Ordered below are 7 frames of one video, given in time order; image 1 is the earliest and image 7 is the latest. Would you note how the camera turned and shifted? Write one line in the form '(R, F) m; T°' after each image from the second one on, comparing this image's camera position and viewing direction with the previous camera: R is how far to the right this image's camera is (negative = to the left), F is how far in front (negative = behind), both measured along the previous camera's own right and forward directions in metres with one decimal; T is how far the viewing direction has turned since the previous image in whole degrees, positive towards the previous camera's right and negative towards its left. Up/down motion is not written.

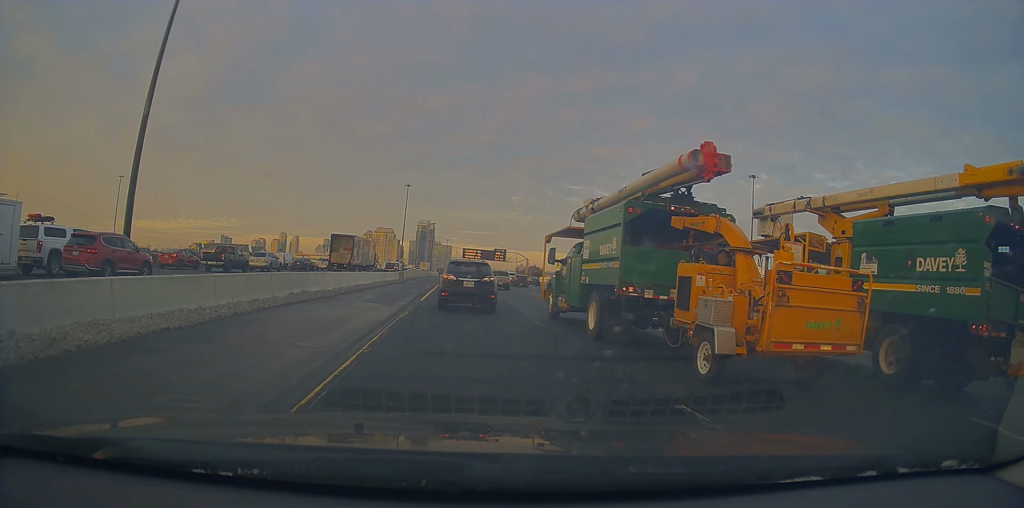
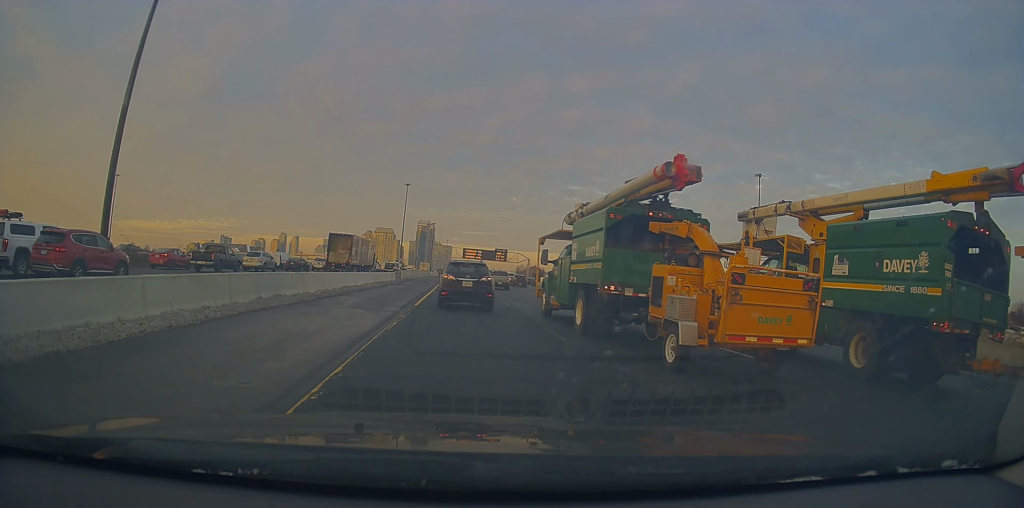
(0.0, +3.2) m; -1°
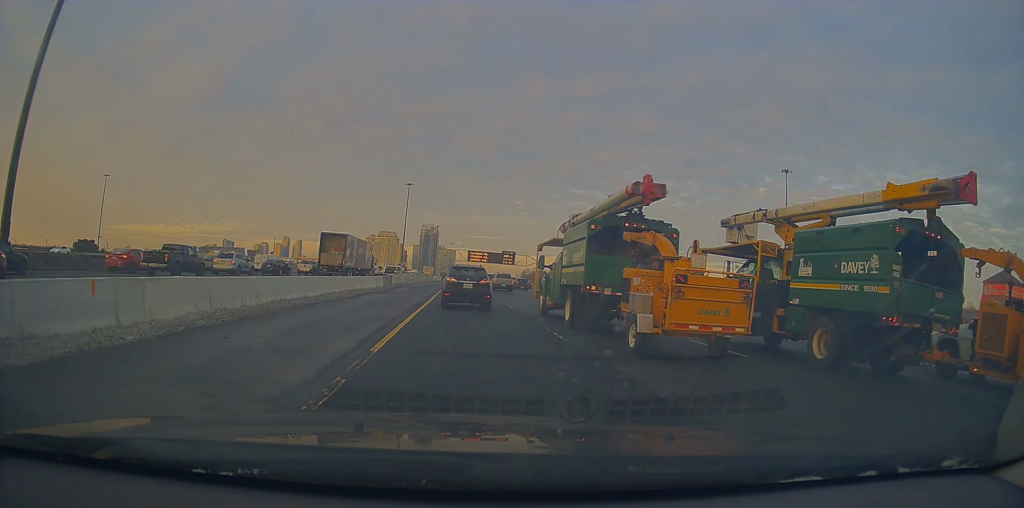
(-0.3, +10.5) m; 0°
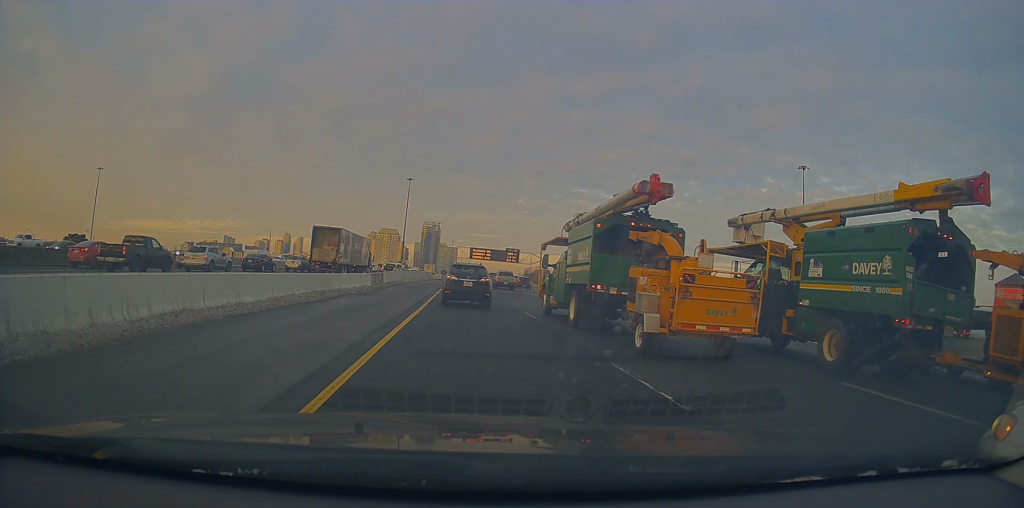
(-0.2, +6.0) m; -1°
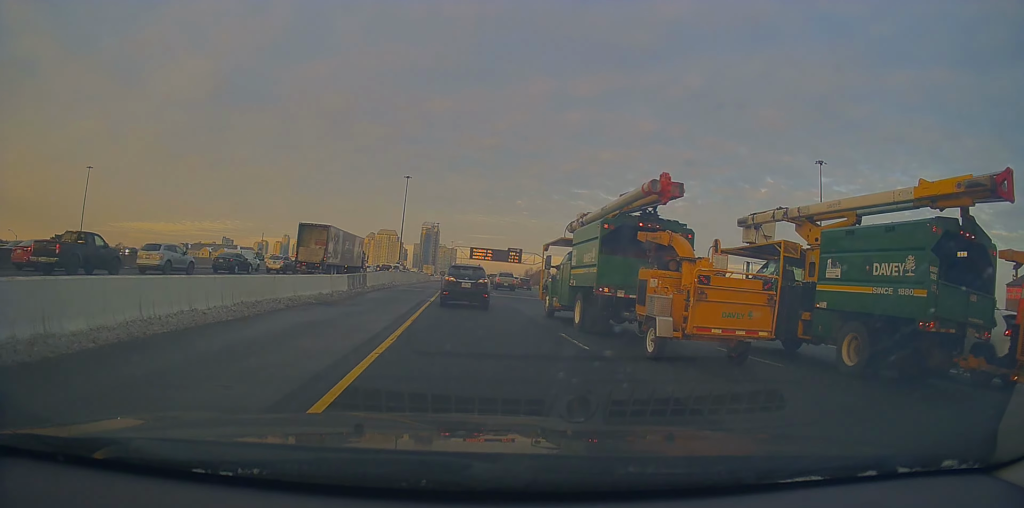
(0.0, +6.8) m; 0°
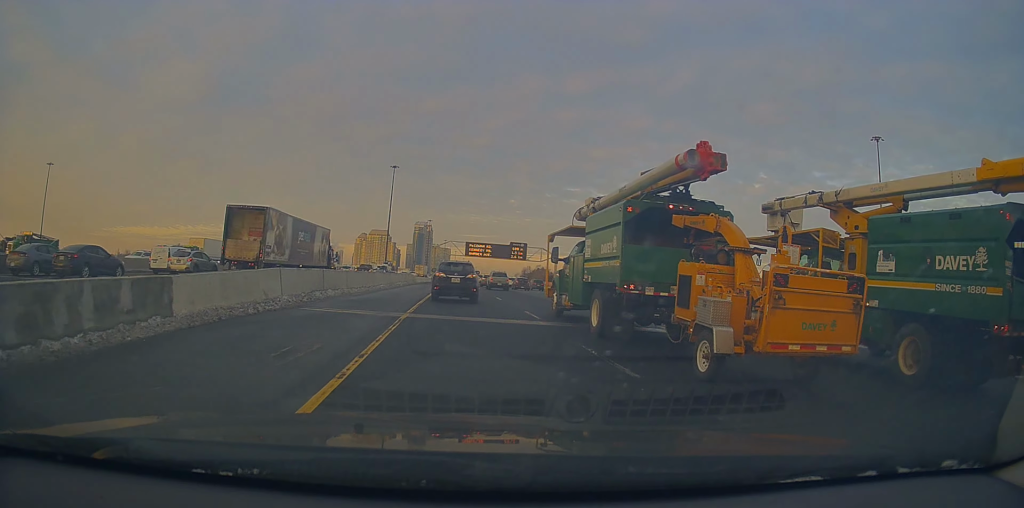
(-0.2, +21.6) m; 0°
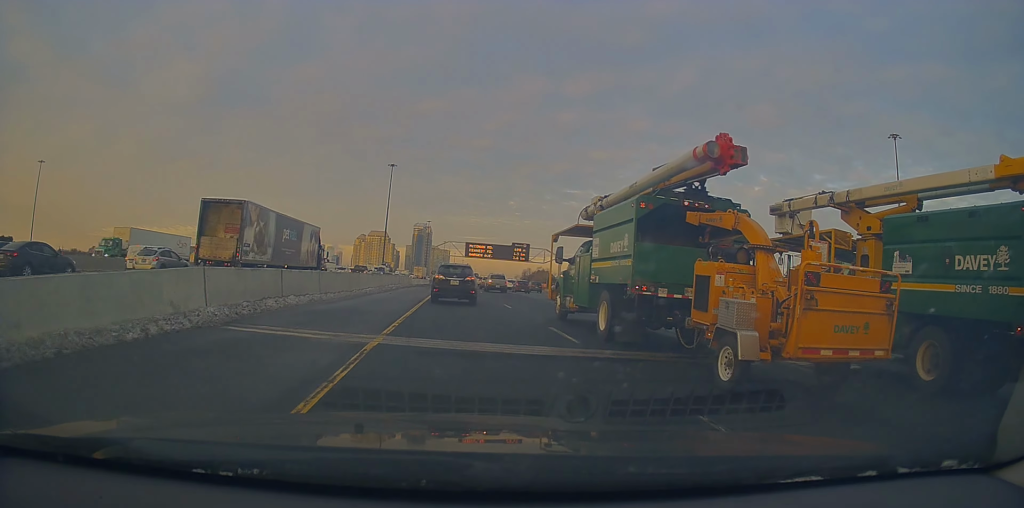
(+0.1, +5.3) m; 0°
